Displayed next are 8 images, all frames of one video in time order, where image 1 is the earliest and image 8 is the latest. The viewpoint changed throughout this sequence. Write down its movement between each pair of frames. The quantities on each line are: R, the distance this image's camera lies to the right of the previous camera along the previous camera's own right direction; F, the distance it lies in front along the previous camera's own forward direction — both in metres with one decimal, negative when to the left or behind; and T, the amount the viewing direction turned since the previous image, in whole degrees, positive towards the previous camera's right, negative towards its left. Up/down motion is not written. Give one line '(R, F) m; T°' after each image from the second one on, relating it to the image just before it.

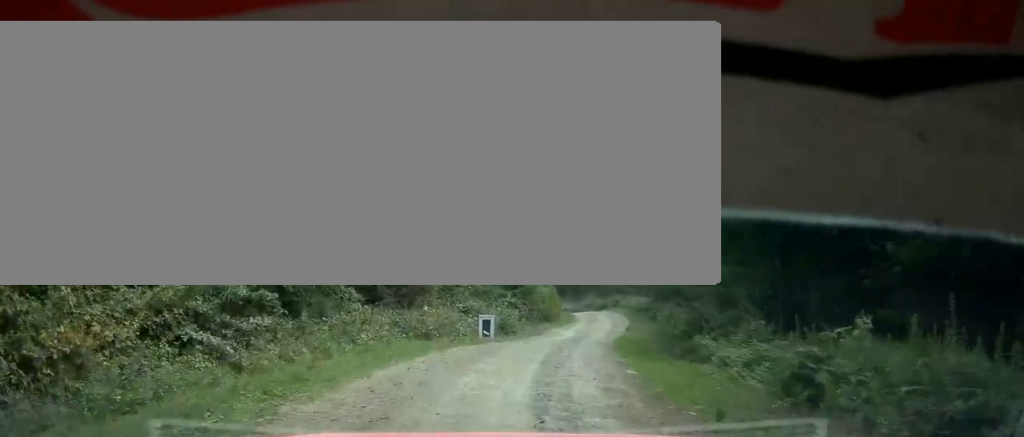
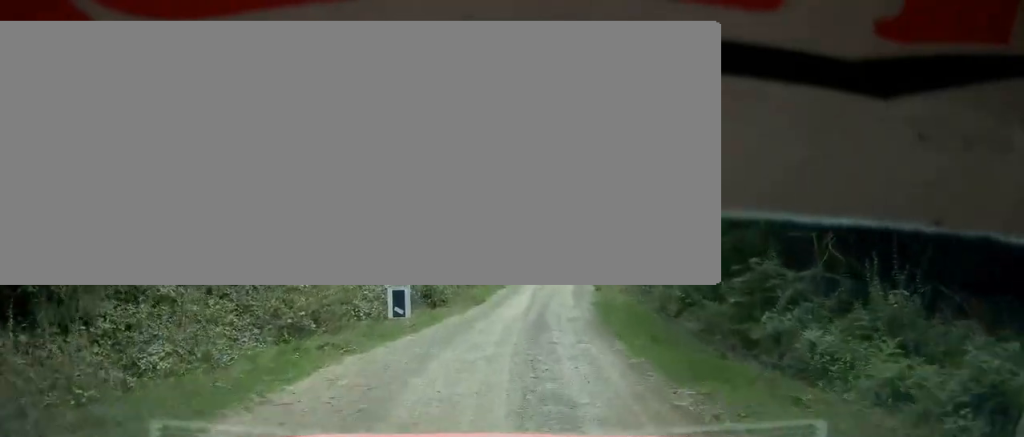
(+0.5, +7.4) m; +3°
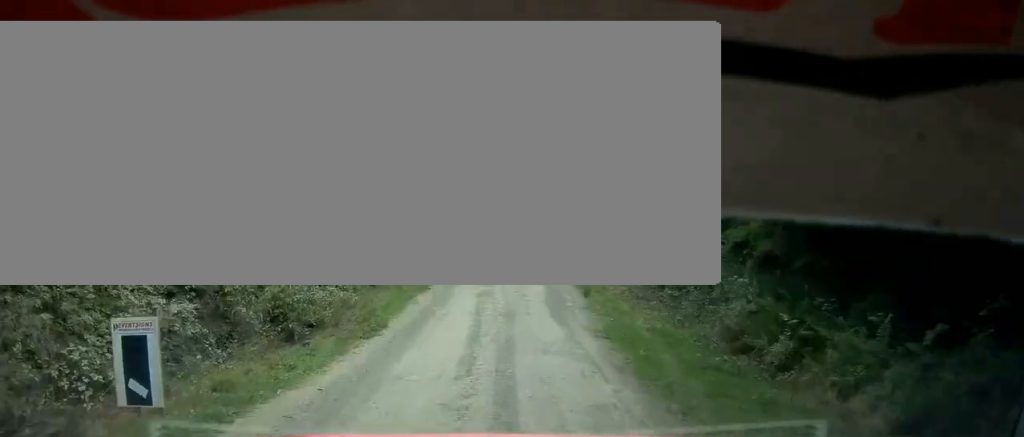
(+0.3, +9.0) m; +2°
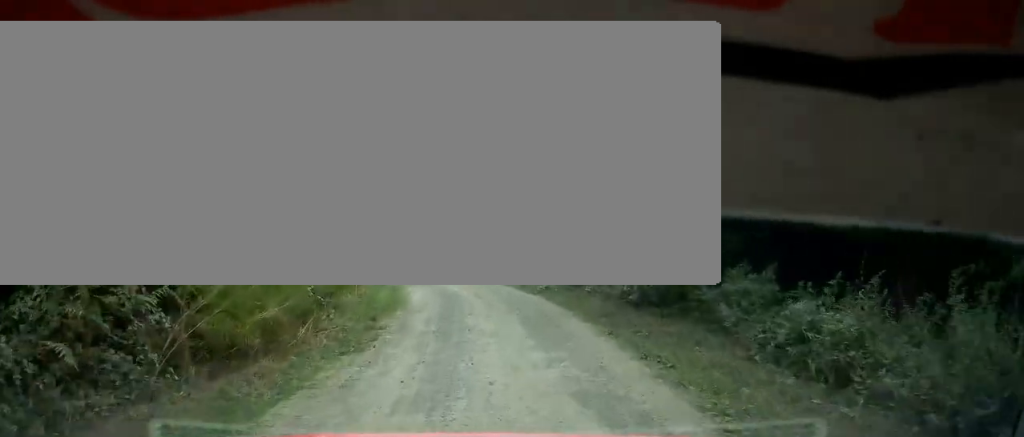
(+0.1, +11.5) m; 0°
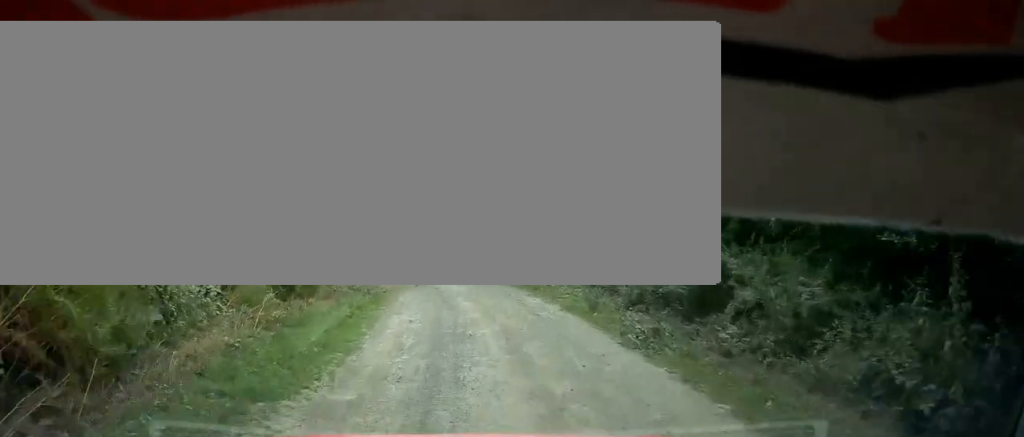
(0.0, +8.8) m; -1°
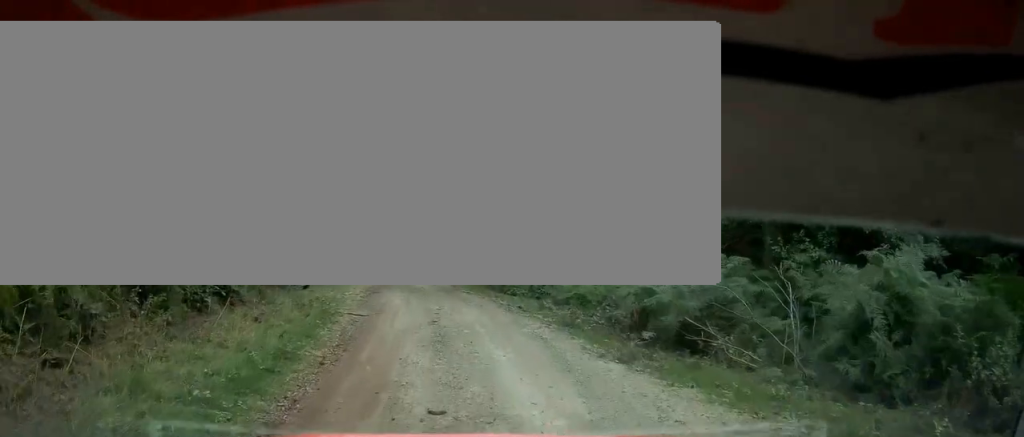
(-0.7, +14.9) m; -10°
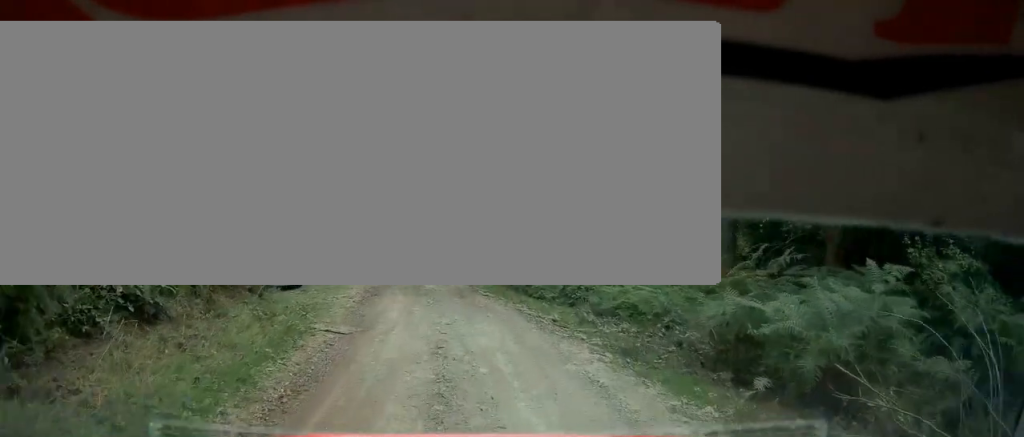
(-0.4, +2.6) m; -4°
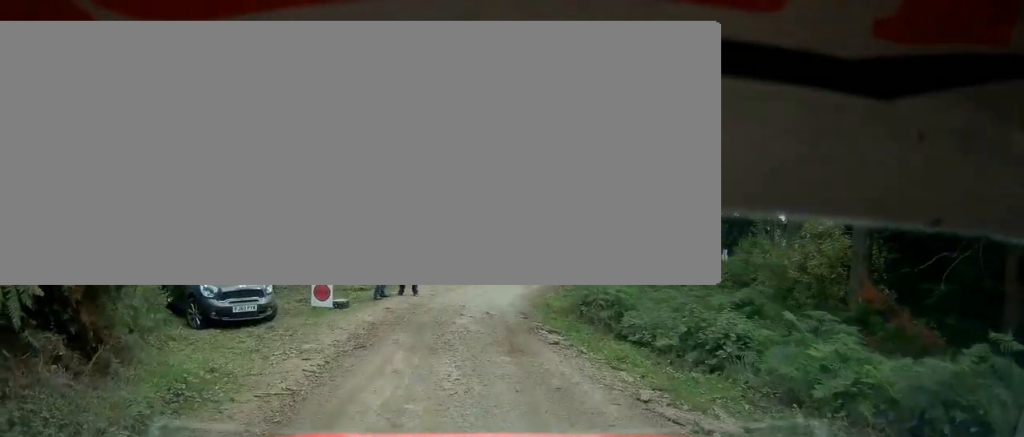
(-0.4, +6.4) m; -5°
